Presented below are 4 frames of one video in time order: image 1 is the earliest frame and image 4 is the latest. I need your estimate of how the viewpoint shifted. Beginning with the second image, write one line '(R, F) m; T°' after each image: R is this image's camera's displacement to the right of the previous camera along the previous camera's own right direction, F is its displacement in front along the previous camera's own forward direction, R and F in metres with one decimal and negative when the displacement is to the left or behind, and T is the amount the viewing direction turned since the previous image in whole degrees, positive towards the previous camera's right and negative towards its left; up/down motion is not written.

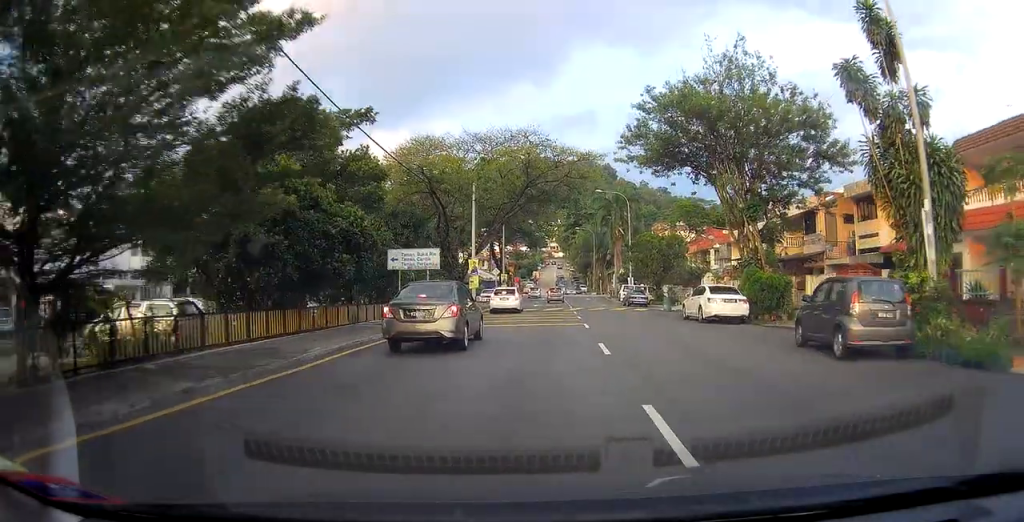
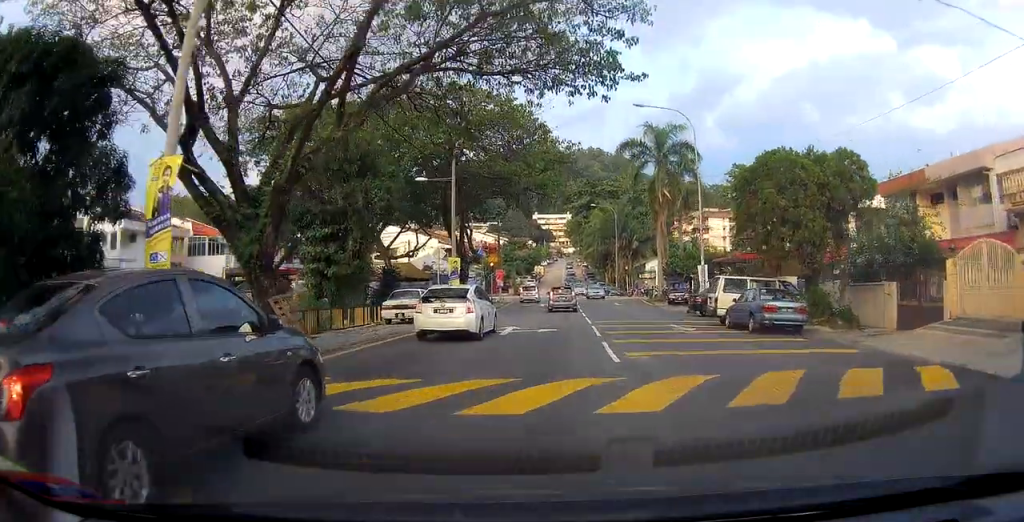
(-0.6, +32.1) m; 0°
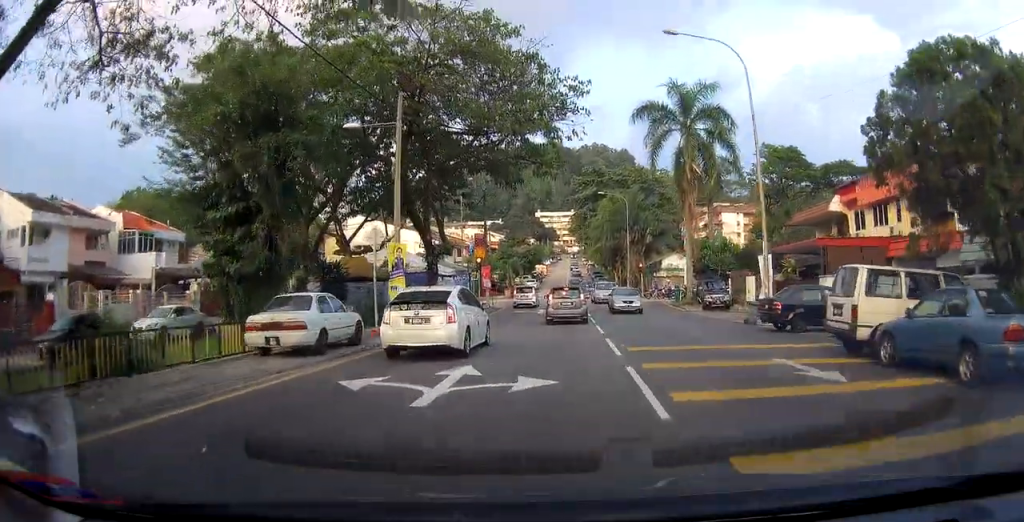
(+0.7, +11.2) m; +4°
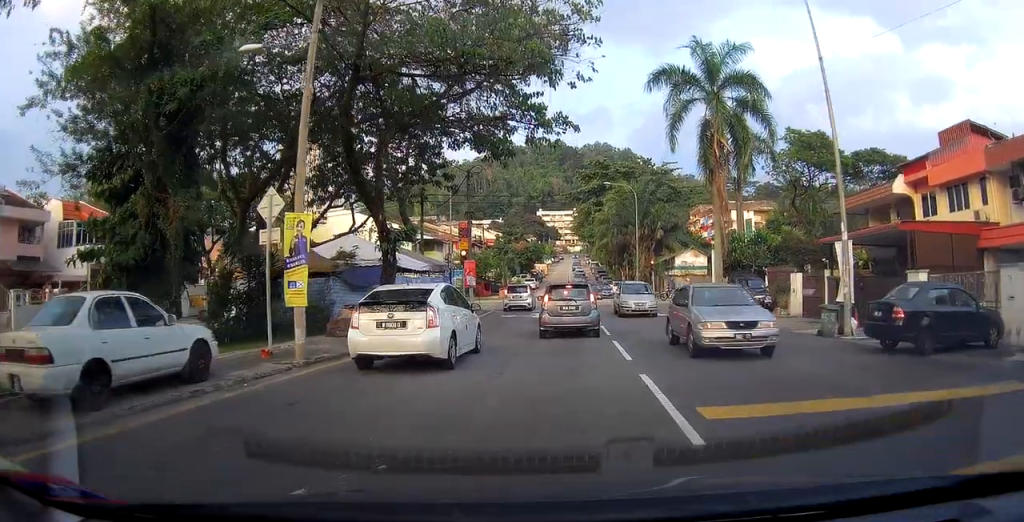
(-0.4, +7.5) m; -5°
